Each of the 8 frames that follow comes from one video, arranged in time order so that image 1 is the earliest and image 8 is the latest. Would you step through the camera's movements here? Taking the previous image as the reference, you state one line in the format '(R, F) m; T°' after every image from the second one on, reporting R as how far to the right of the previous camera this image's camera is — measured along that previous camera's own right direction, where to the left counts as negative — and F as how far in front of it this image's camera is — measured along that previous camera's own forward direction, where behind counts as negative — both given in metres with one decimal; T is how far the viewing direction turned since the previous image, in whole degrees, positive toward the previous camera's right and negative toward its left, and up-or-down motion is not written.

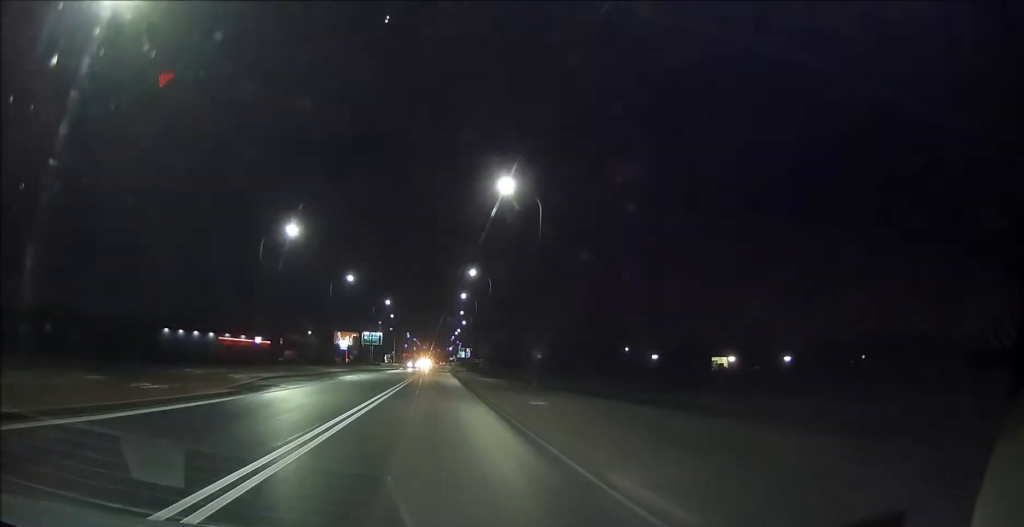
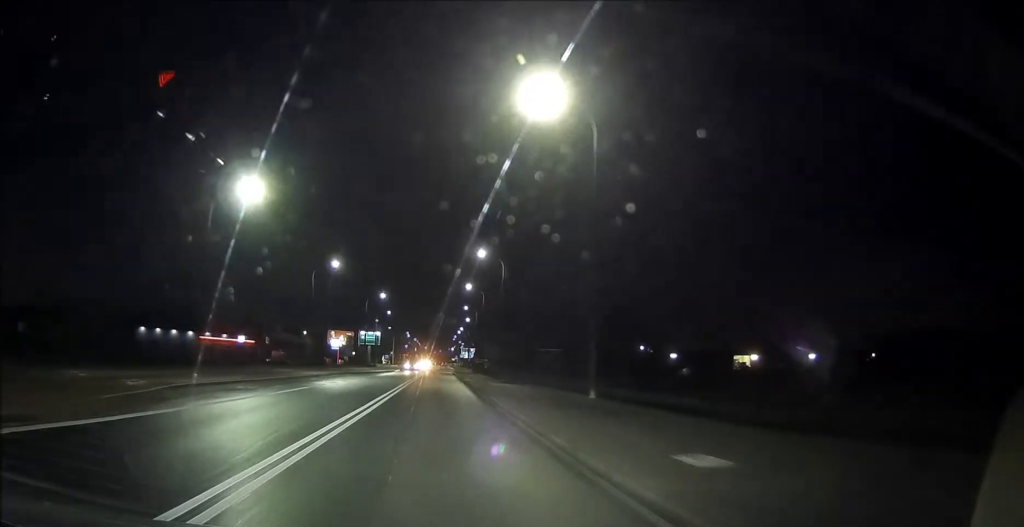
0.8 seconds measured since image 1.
(0.0, +12.4) m; 0°
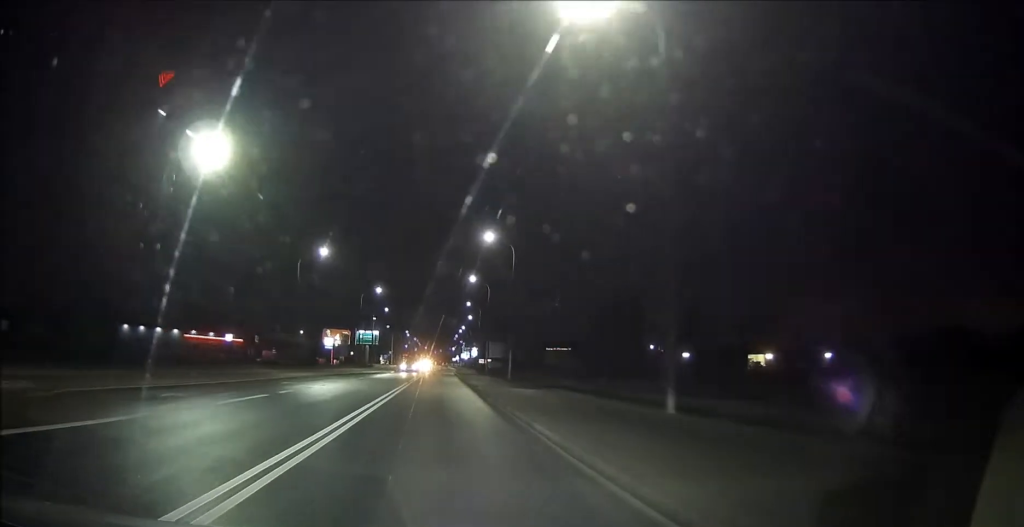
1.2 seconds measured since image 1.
(0.0, +7.5) m; 0°
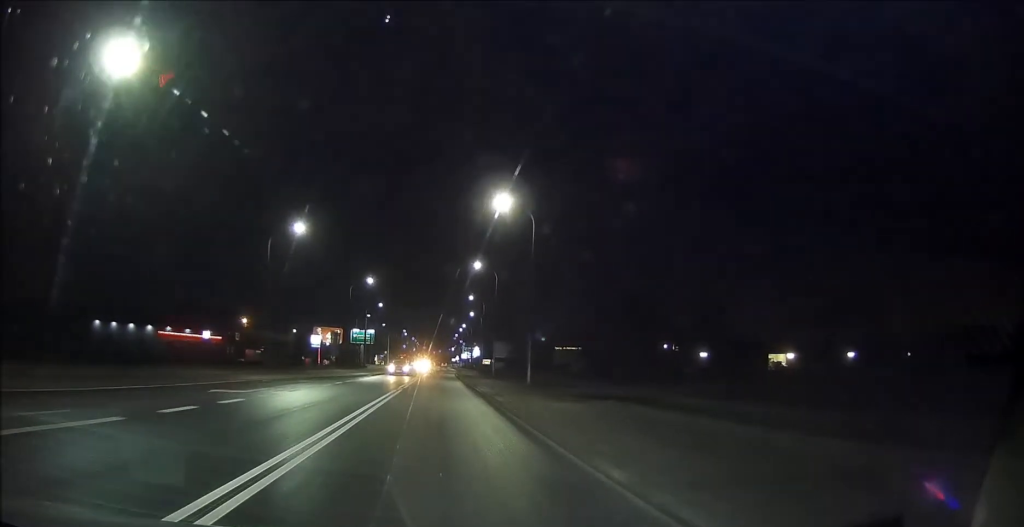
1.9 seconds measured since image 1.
(0.0, +10.7) m; 0°
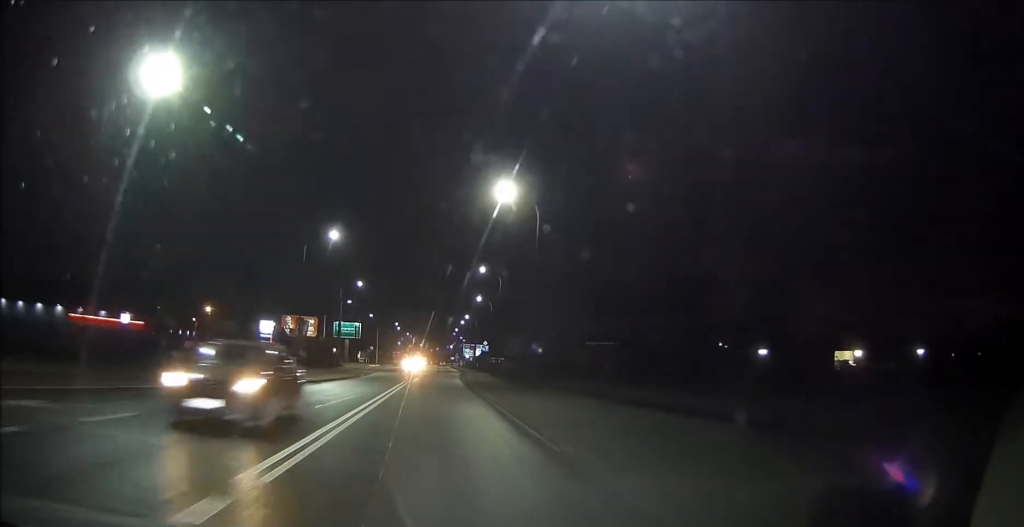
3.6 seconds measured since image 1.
(0.0, +27.2) m; 0°
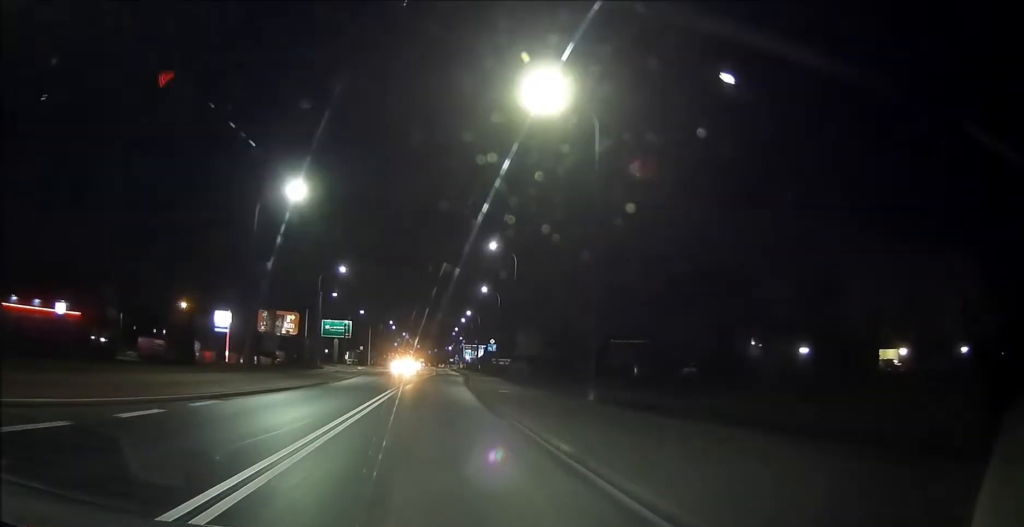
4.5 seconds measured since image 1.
(0.0, +14.2) m; 0°
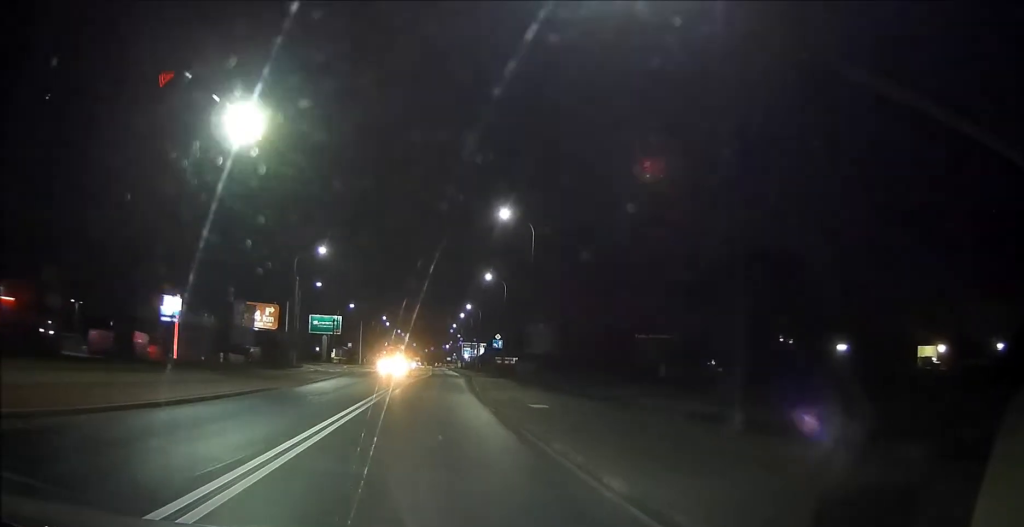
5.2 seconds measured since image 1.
(0.0, +11.0) m; 0°
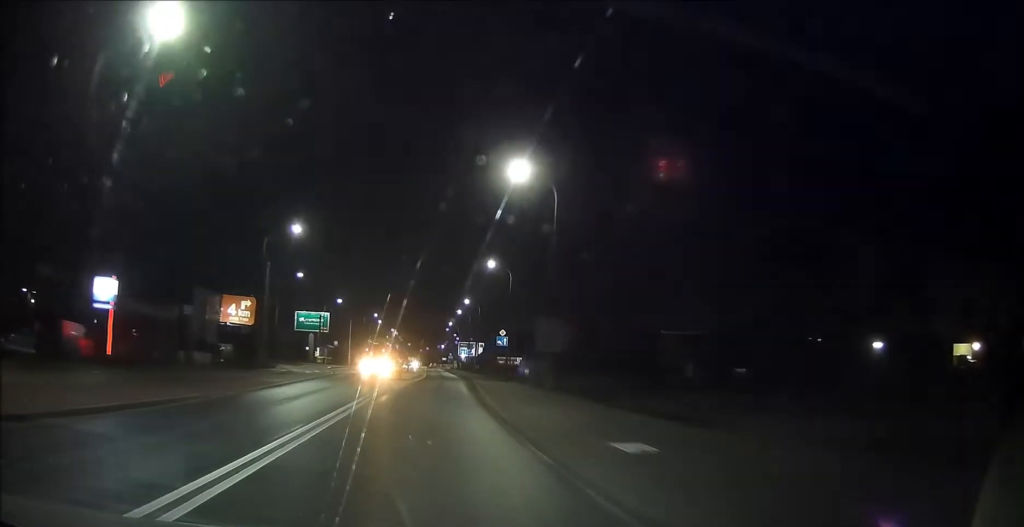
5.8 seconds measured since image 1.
(0.0, +9.4) m; 0°
